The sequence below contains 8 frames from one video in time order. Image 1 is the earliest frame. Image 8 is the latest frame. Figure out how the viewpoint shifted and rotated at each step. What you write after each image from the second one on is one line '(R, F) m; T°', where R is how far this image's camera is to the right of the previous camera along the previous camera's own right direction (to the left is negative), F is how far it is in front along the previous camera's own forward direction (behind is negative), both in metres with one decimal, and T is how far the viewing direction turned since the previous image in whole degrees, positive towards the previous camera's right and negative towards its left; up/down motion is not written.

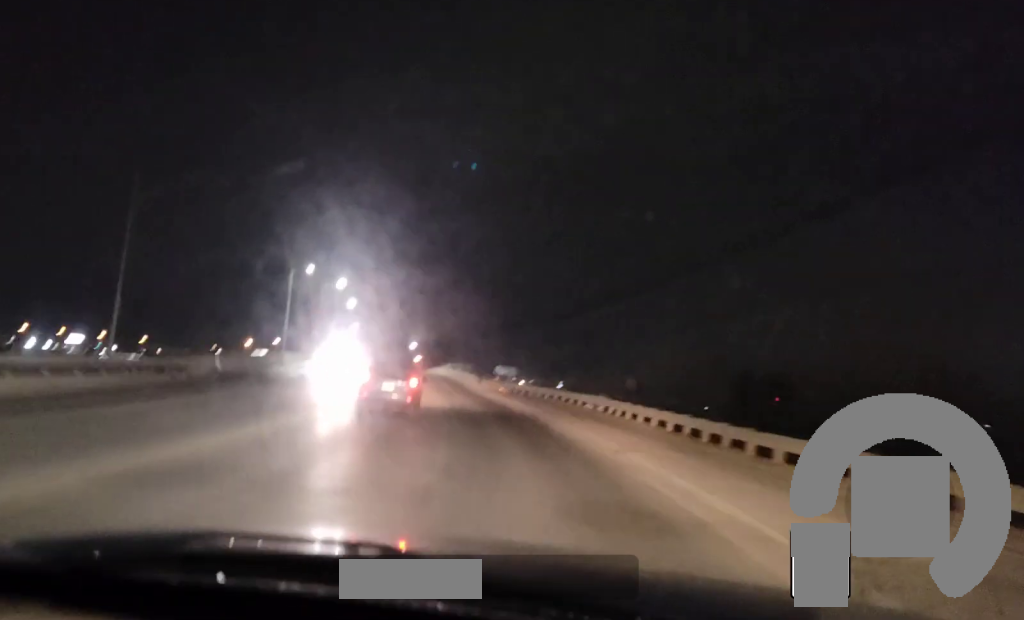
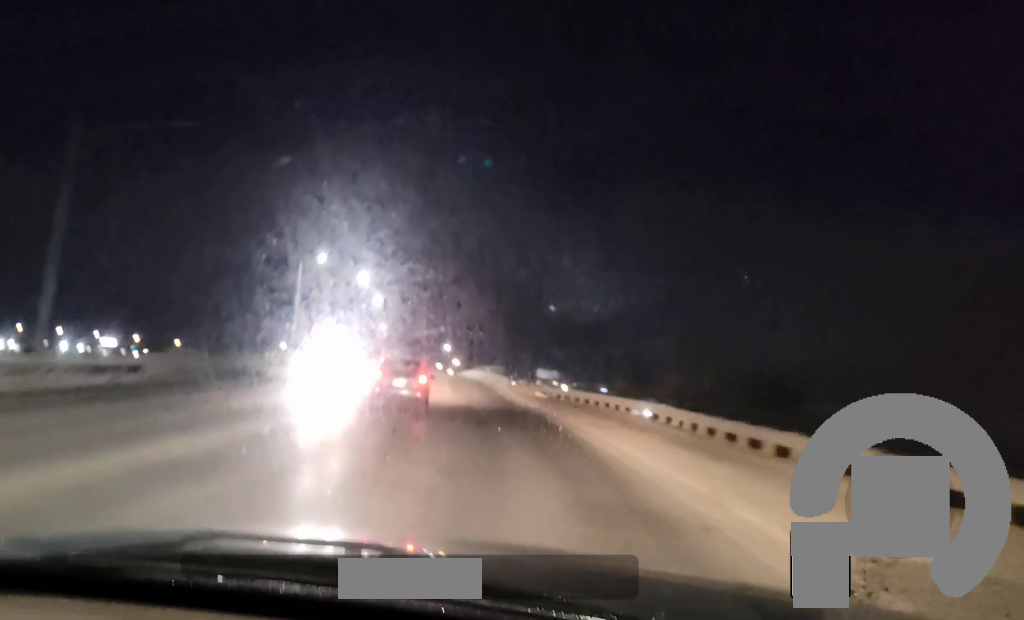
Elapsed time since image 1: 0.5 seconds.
(0.0, +7.2) m; -2°
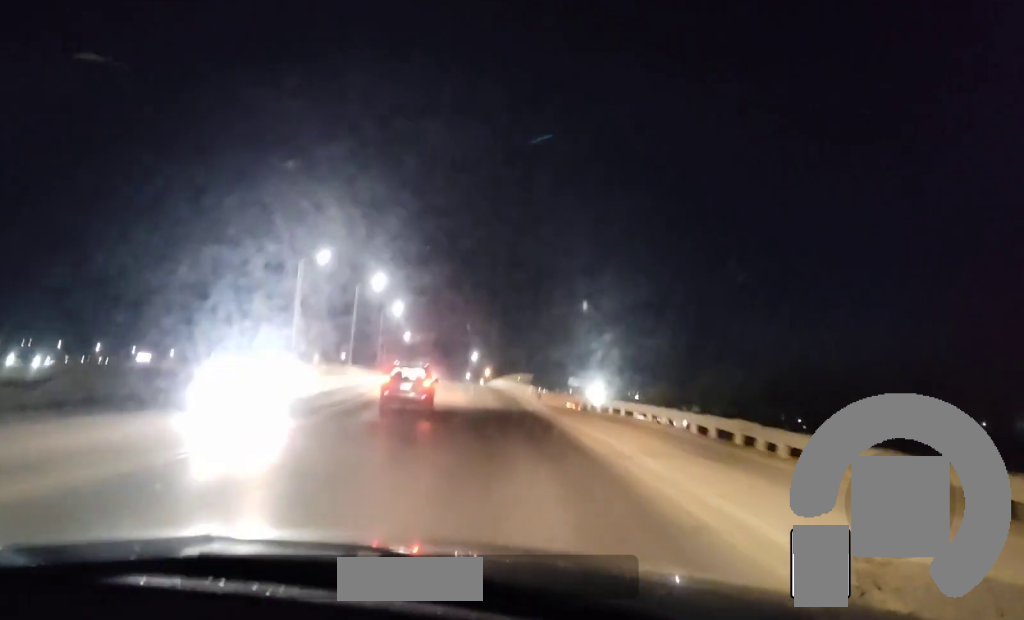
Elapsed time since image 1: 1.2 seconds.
(-0.2, +8.7) m; -4°
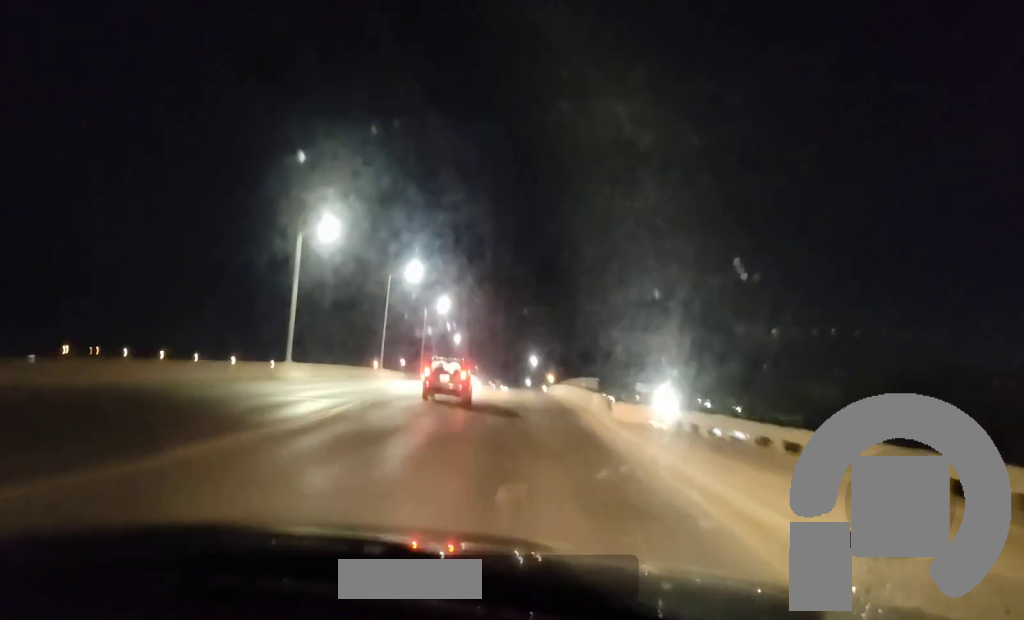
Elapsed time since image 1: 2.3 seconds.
(-0.9, +14.3) m; -5°
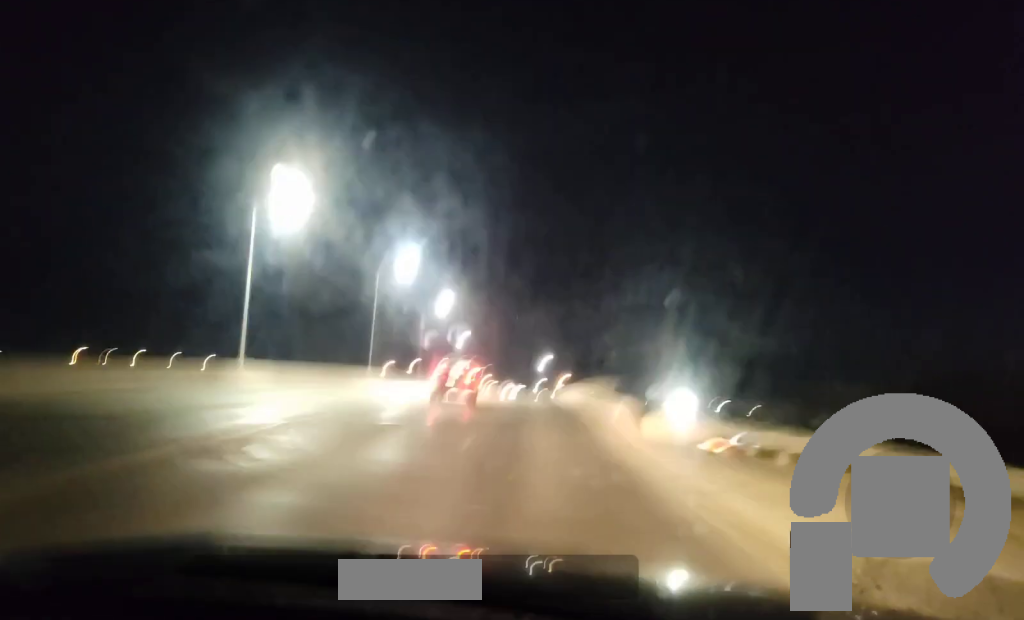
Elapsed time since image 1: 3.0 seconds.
(-0.1, +9.2) m; -1°
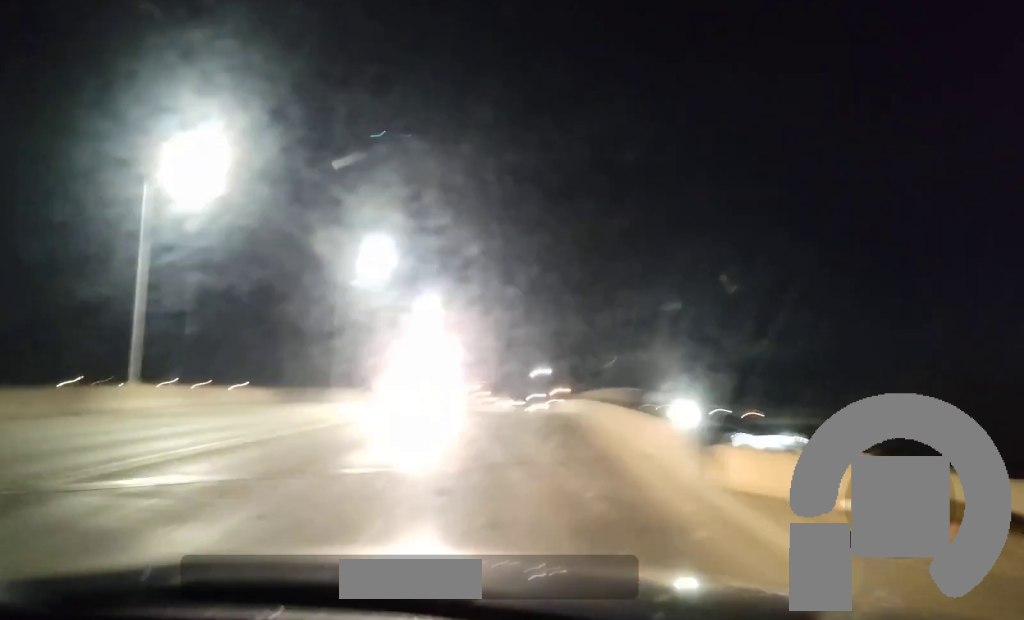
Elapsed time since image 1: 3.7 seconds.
(-0.1, +9.8) m; -1°
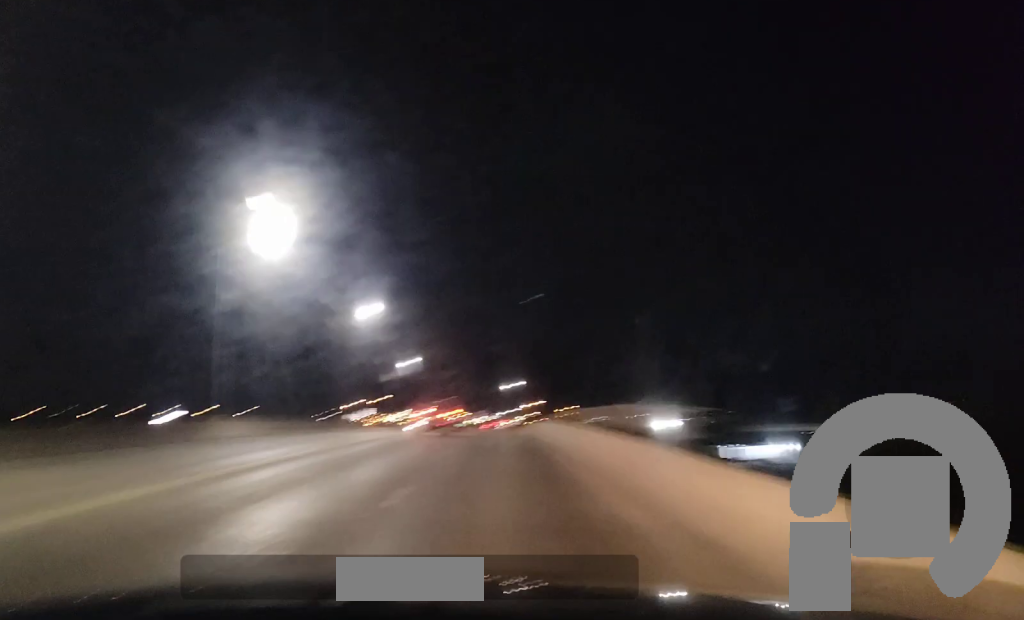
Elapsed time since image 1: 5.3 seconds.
(-0.4, +19.3) m; 0°
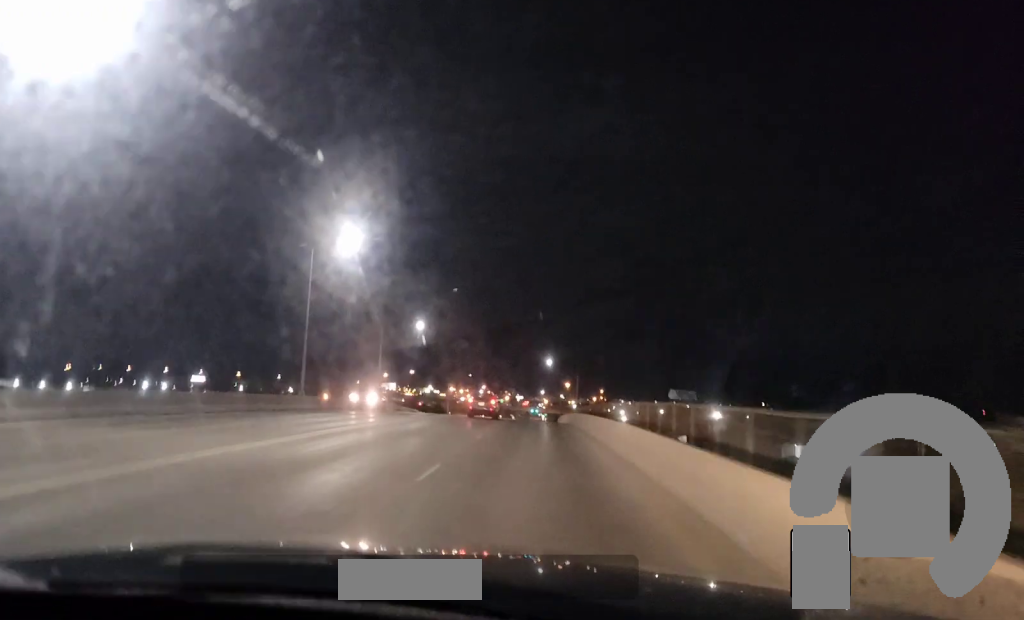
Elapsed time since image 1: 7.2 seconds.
(+0.1, +24.5) m; -1°
